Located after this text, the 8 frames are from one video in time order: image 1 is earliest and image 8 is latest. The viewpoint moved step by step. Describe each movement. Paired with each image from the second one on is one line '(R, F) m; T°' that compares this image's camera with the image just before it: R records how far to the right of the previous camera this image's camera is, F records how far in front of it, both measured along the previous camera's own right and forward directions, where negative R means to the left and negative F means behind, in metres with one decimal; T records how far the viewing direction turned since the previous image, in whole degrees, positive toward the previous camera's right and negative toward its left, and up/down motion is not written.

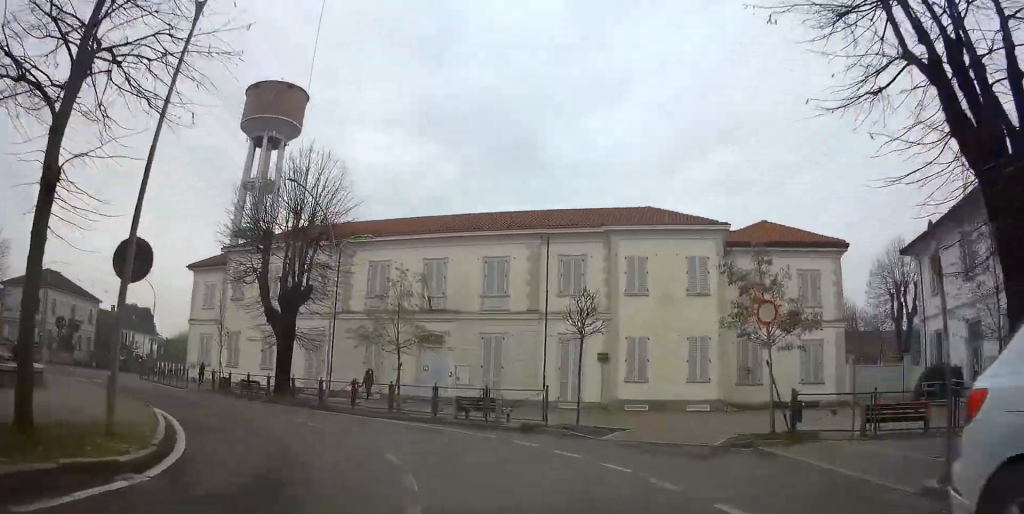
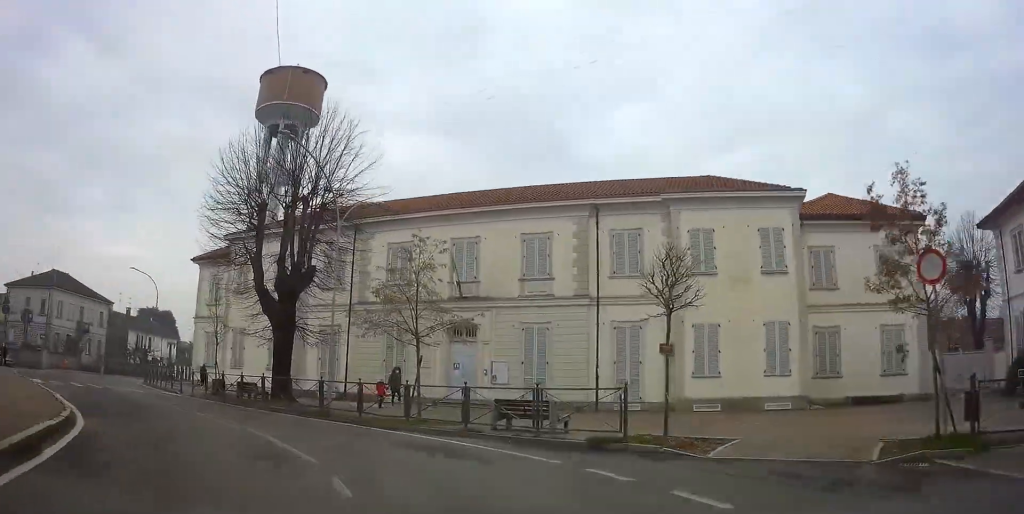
(+0.2, +4.9) m; 0°
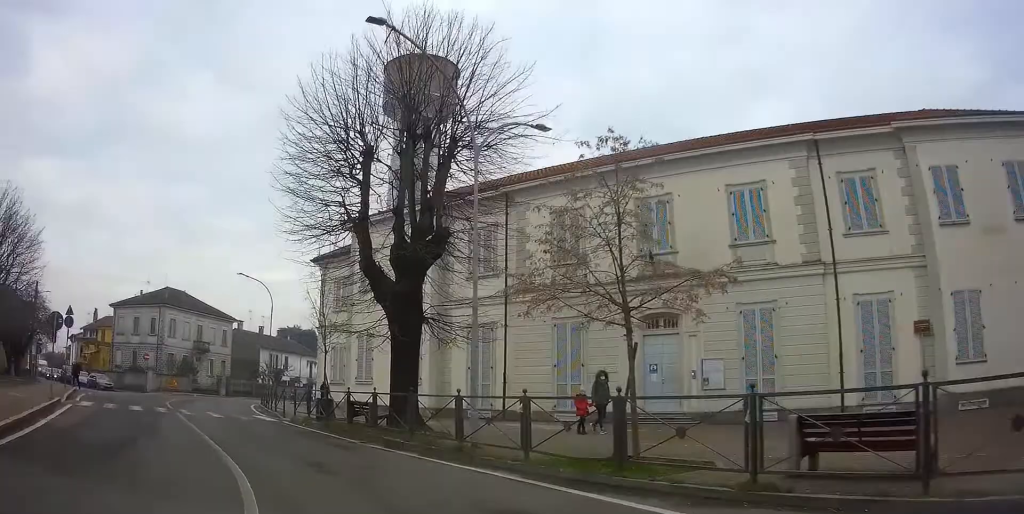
(-0.2, +7.1) m; -11°
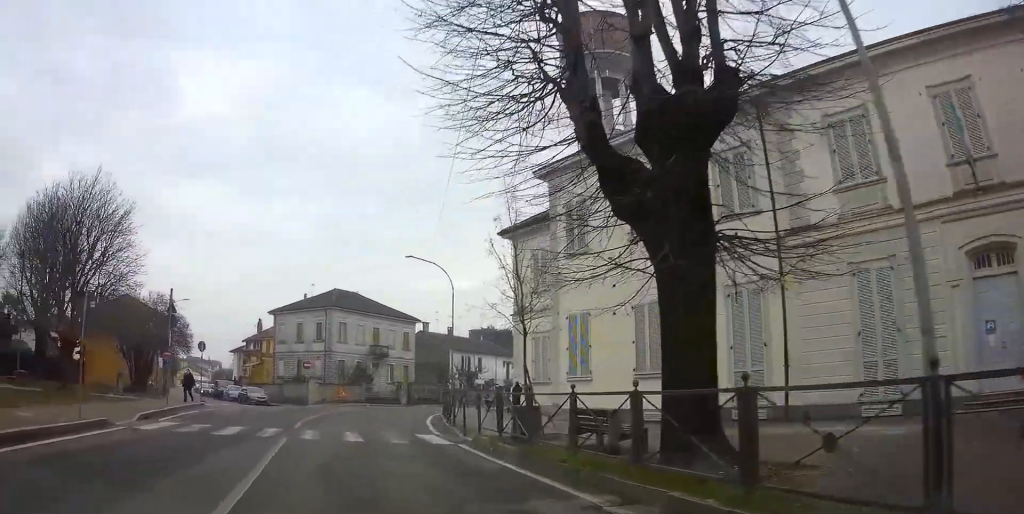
(-1.4, +6.8) m; -22°
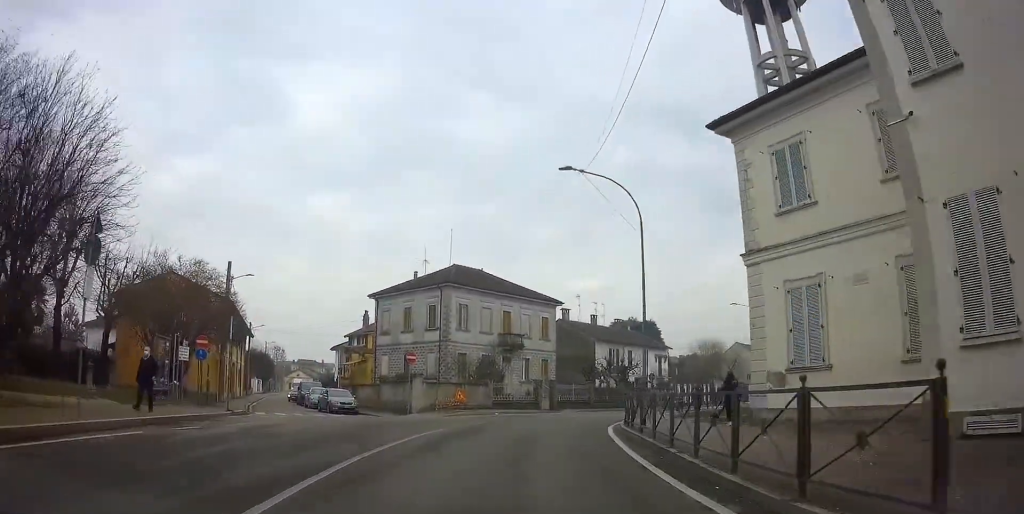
(-2.7, +11.2) m; -18°
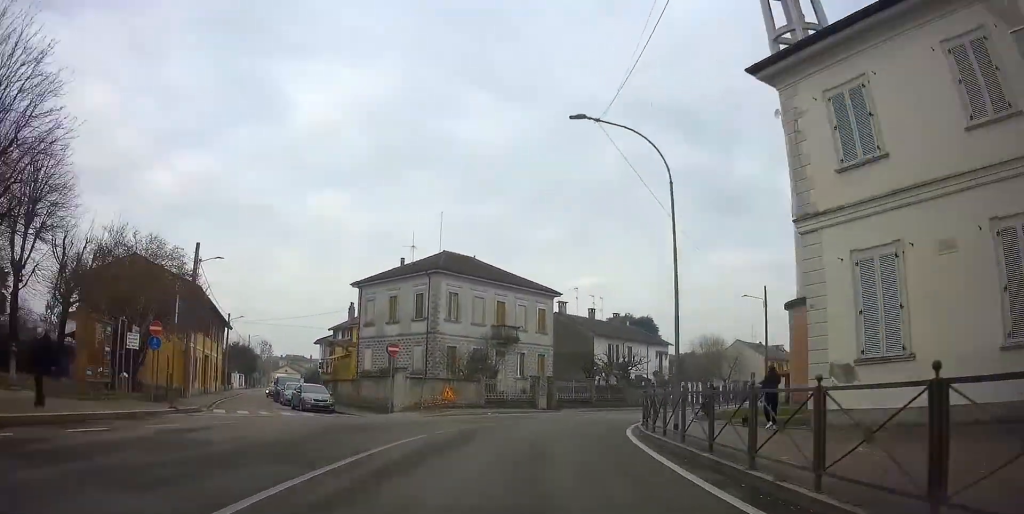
(0.0, +3.3) m; 0°
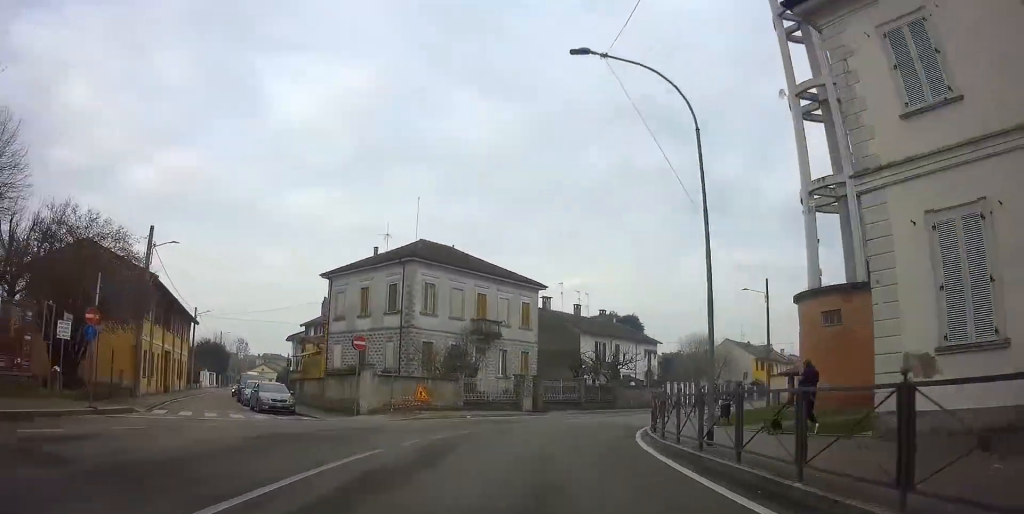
(0.0, +3.1) m; +1°
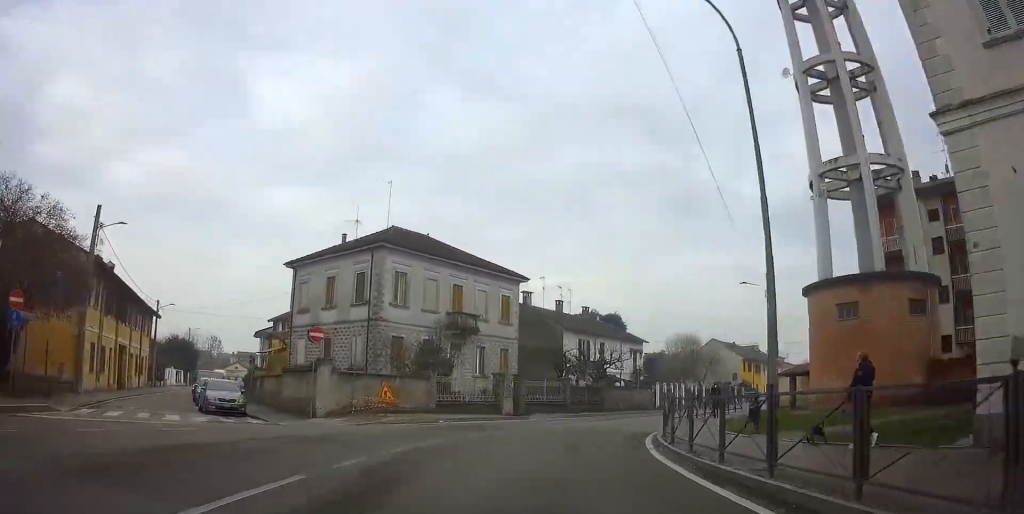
(0.0, +3.3) m; +1°
